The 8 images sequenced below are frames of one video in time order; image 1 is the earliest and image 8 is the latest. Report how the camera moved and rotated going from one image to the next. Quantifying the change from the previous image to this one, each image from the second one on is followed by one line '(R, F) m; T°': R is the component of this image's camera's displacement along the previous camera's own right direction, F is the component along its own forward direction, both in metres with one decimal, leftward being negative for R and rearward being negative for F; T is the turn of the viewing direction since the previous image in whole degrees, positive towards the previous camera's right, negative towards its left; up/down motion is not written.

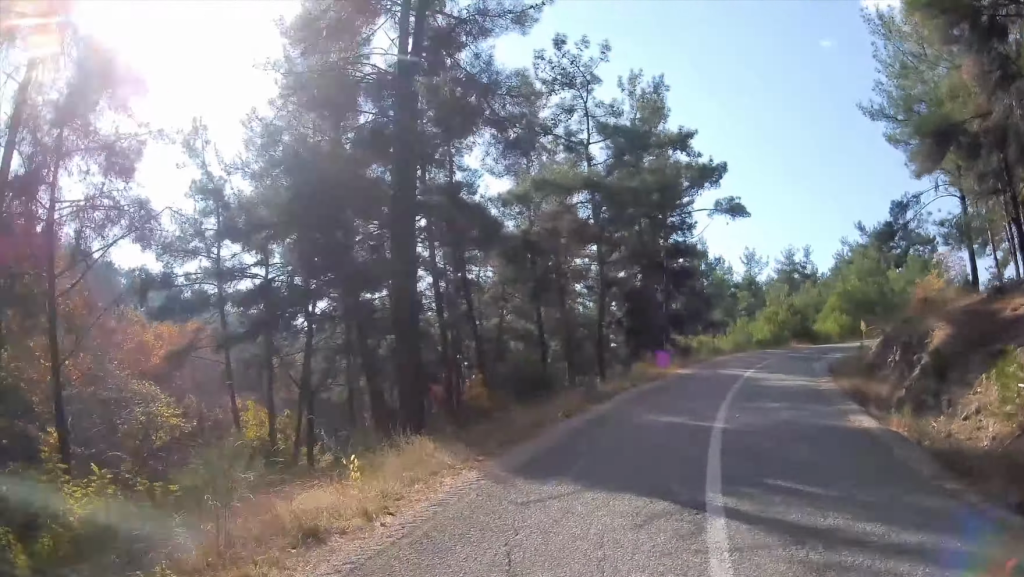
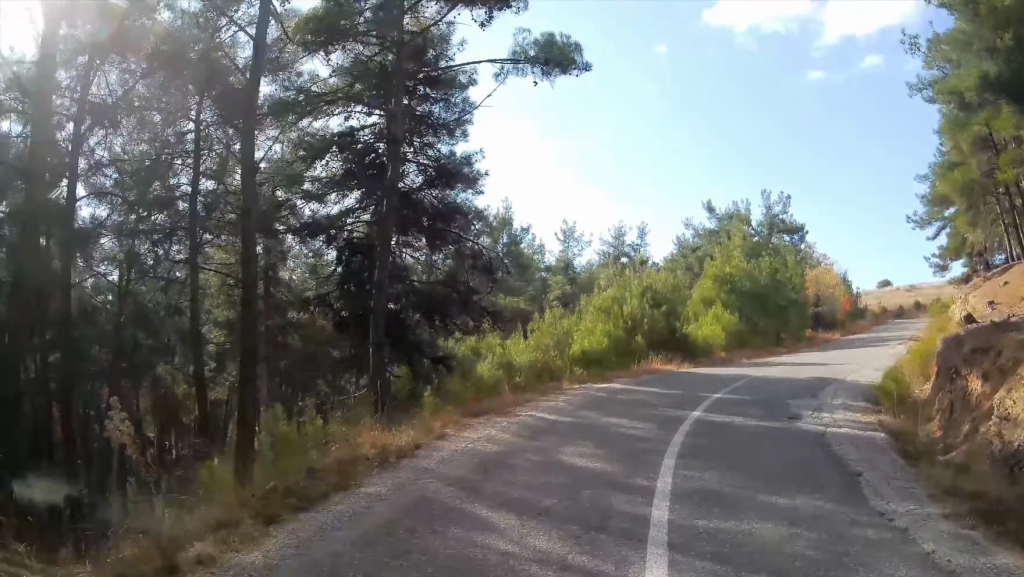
(+3.3, +21.2) m; +21°
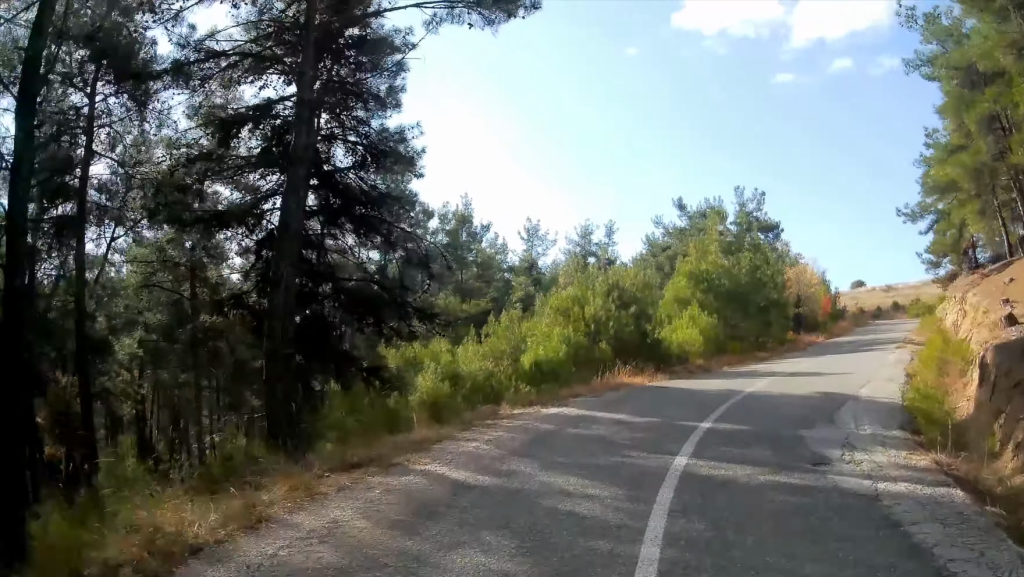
(+0.1, +3.6) m; +3°
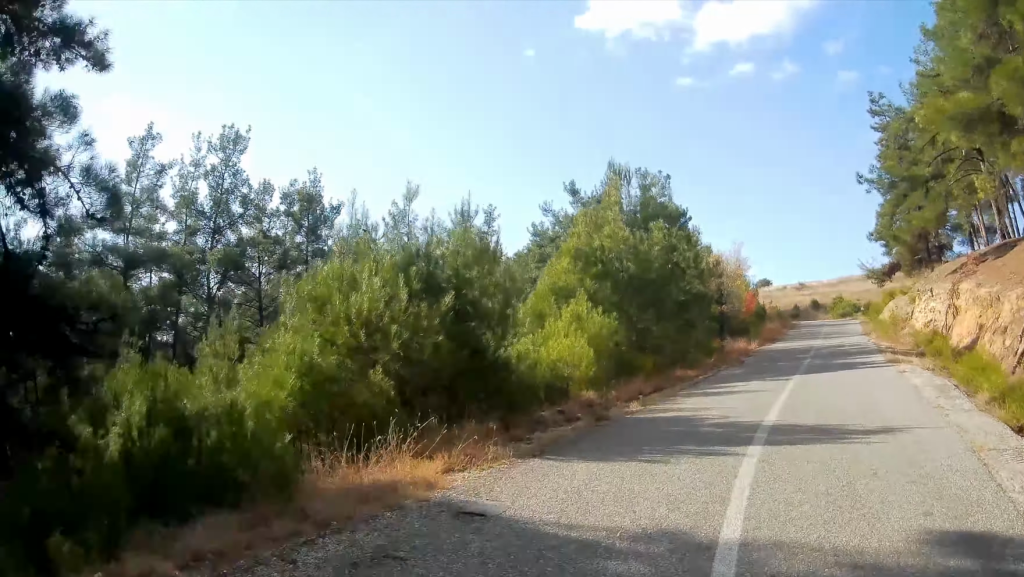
(+0.7, +10.5) m; +5°
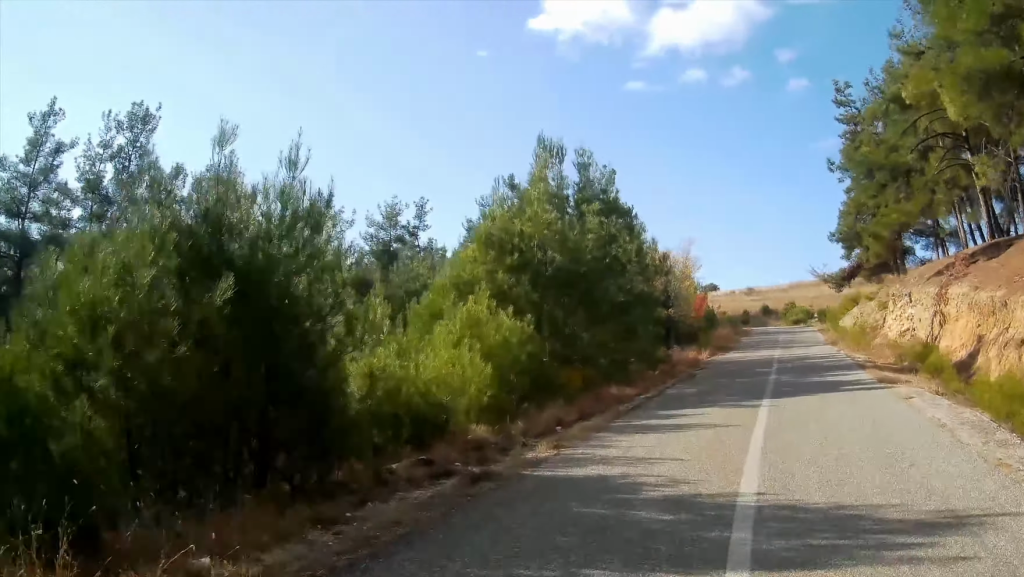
(0.0, +4.2) m; +4°
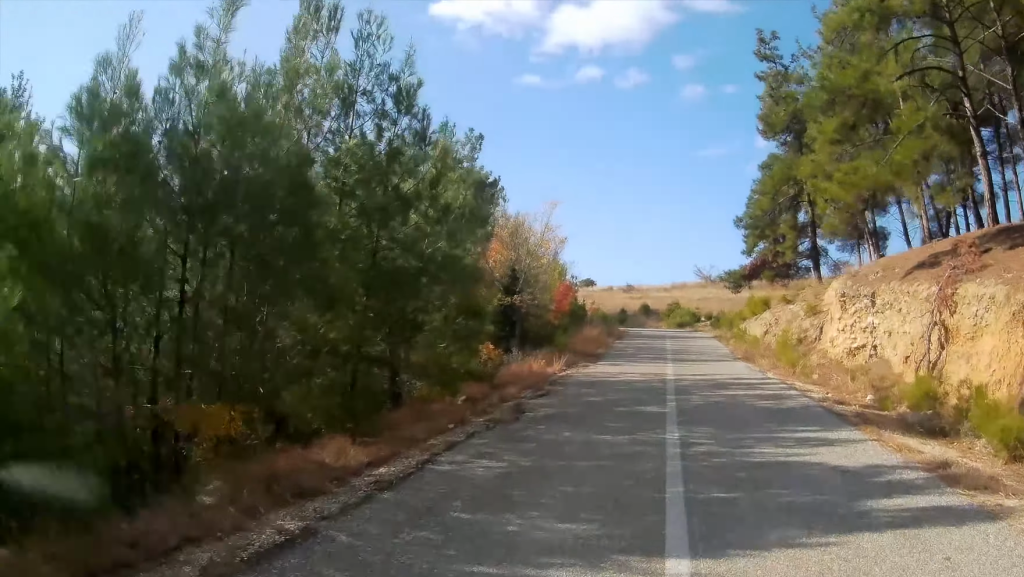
(+0.7, +9.4) m; +9°
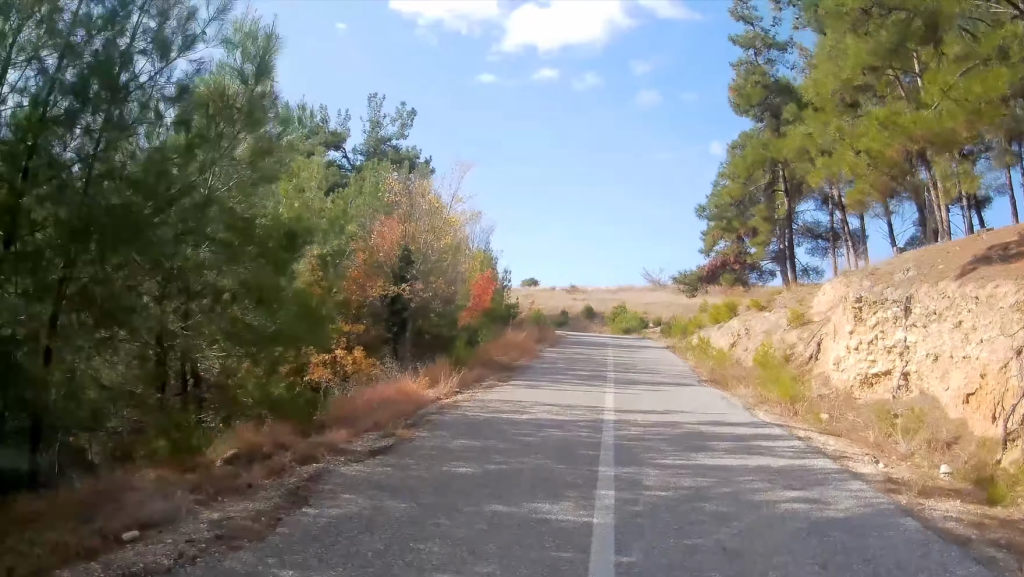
(+0.4, +5.9) m; +6°
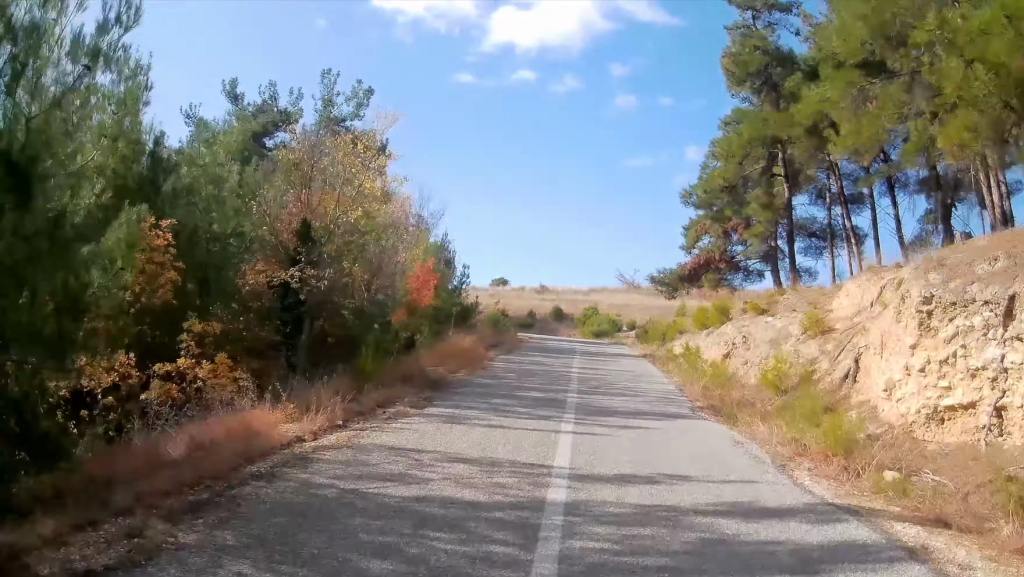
(0.0, +4.3) m; +5°
